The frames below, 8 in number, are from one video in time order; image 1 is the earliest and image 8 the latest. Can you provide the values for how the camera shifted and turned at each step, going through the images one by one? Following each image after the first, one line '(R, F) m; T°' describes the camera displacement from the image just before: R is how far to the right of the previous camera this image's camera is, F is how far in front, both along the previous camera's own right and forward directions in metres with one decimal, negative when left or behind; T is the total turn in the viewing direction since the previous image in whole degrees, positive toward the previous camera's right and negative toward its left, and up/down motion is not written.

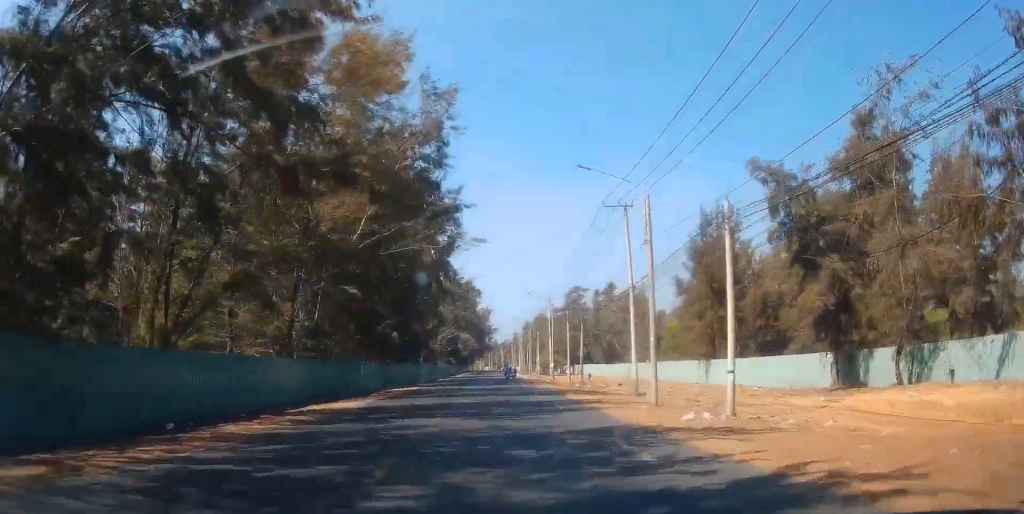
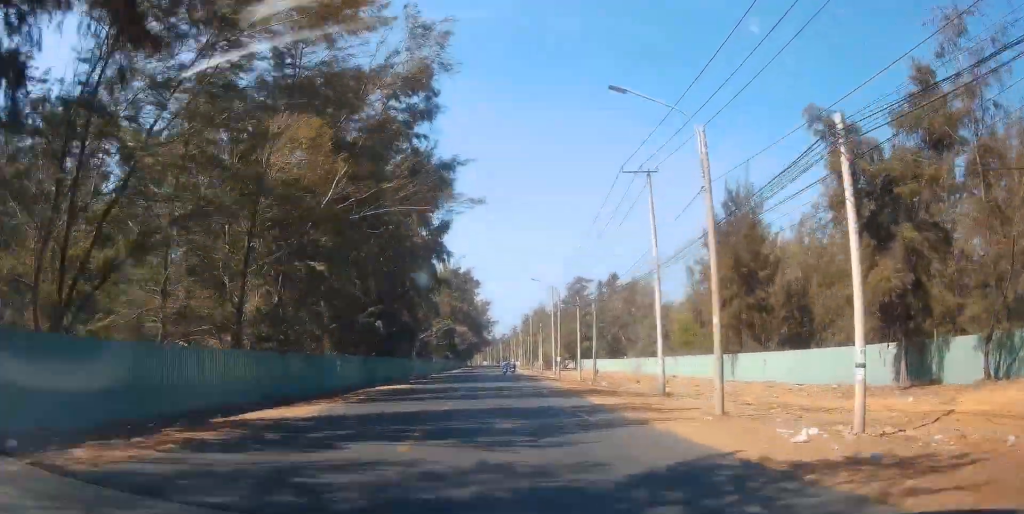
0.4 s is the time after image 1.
(0.0, +6.4) m; 0°
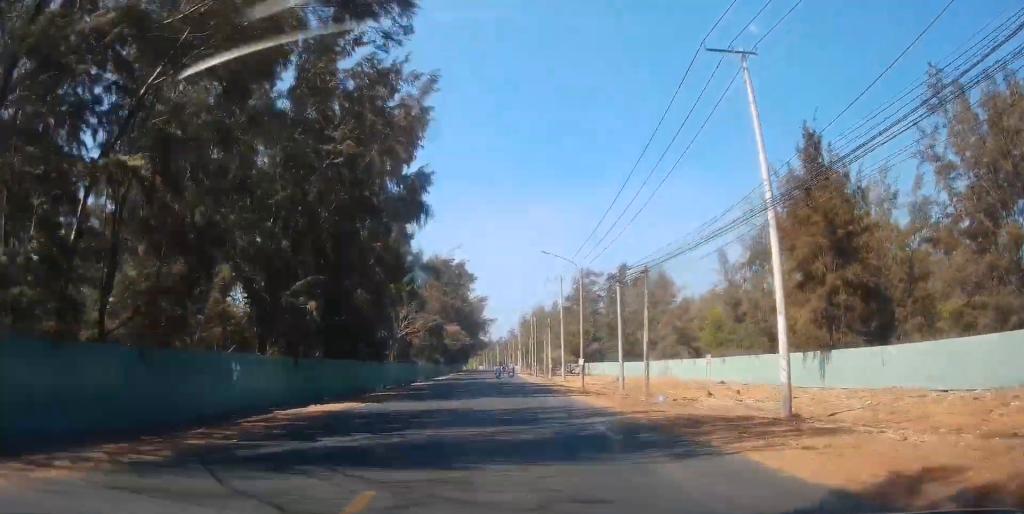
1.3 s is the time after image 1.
(0.0, +15.2) m; +1°
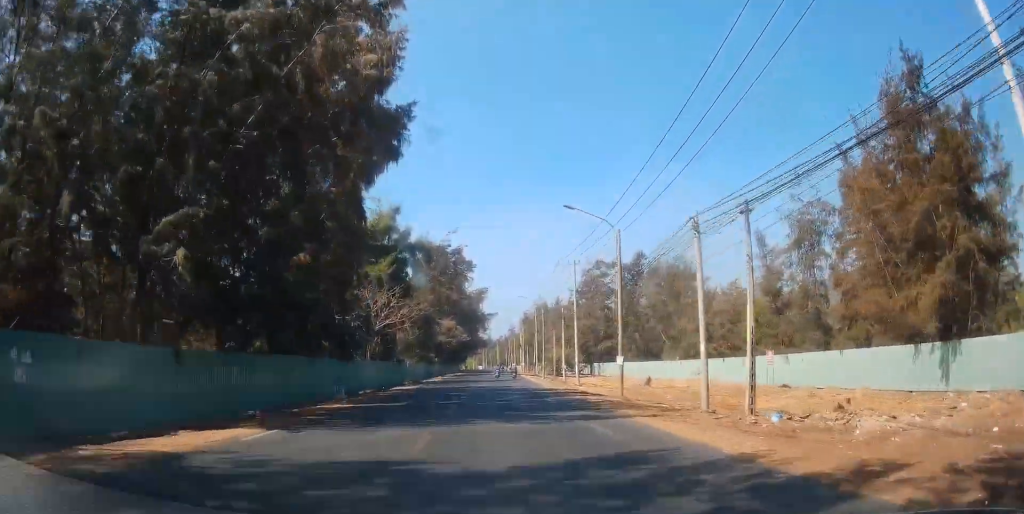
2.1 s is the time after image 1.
(+0.1, +12.0) m; +1°
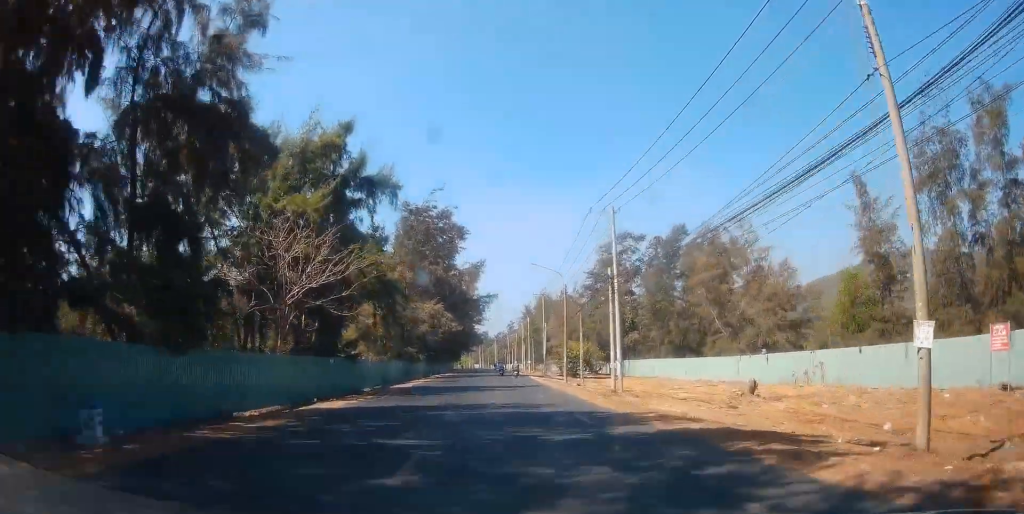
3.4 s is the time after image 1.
(+0.5, +21.7) m; +1°
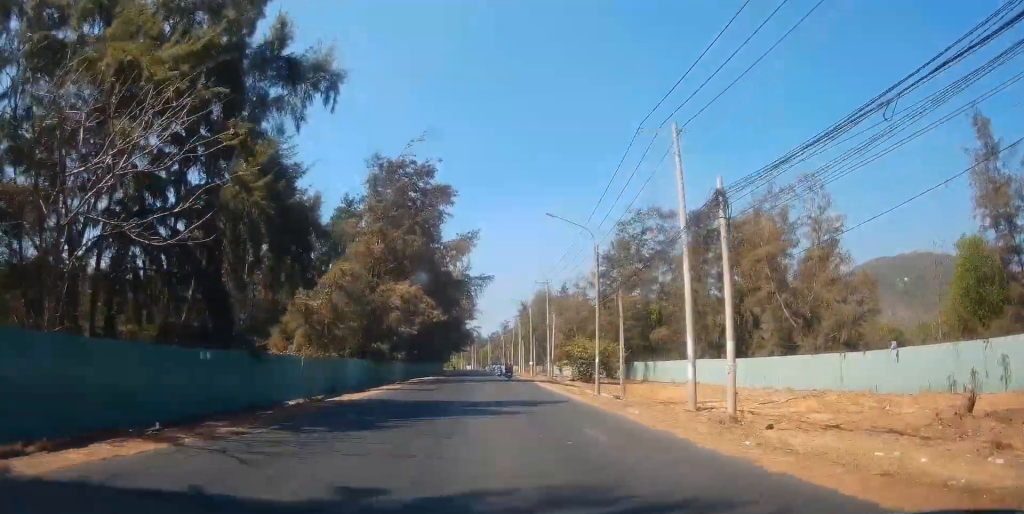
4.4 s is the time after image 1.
(-0.3, +16.6) m; -1°
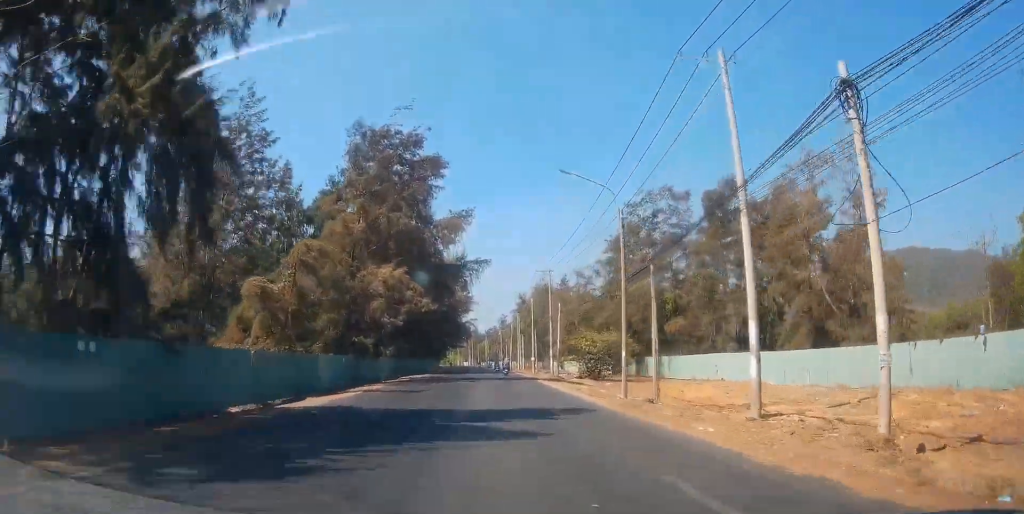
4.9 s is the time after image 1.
(0.0, +6.7) m; 0°
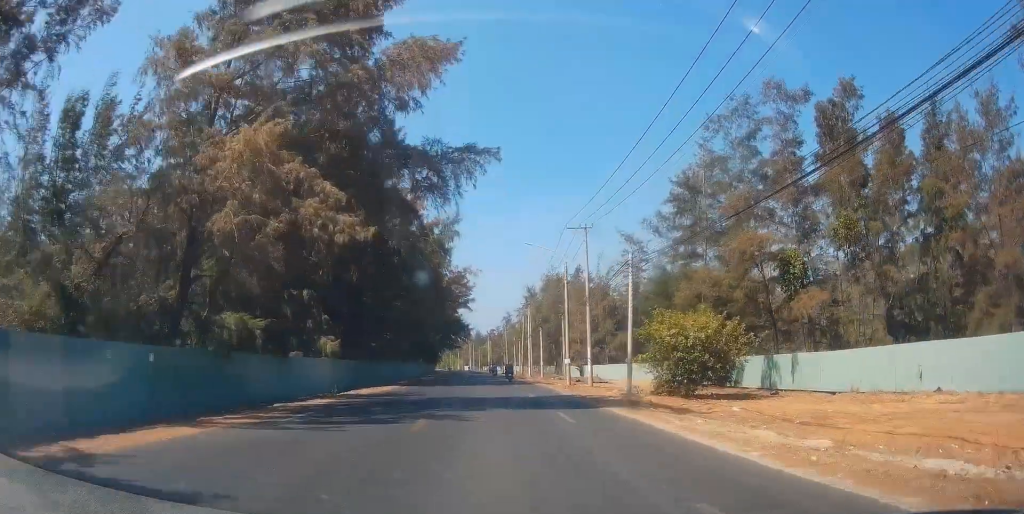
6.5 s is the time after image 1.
(+0.5, +25.8) m; +2°
